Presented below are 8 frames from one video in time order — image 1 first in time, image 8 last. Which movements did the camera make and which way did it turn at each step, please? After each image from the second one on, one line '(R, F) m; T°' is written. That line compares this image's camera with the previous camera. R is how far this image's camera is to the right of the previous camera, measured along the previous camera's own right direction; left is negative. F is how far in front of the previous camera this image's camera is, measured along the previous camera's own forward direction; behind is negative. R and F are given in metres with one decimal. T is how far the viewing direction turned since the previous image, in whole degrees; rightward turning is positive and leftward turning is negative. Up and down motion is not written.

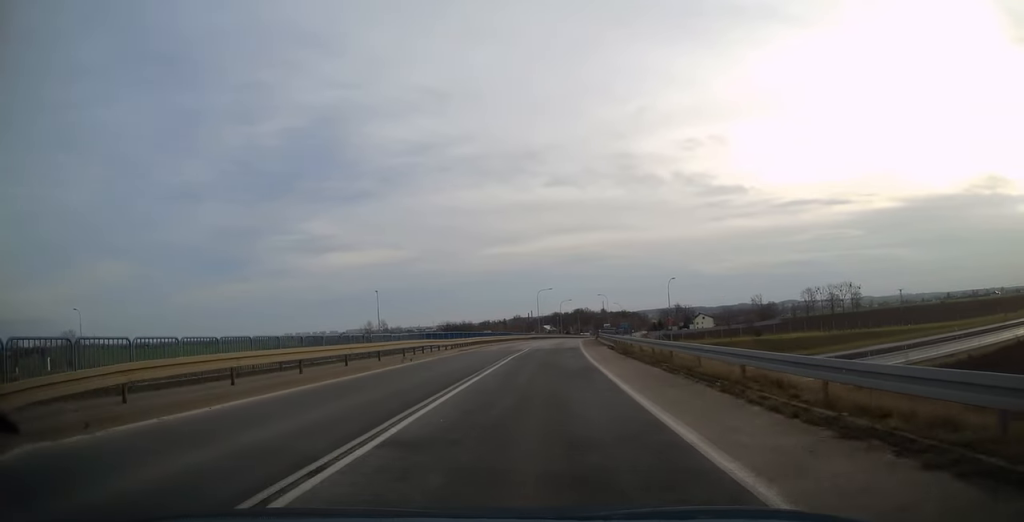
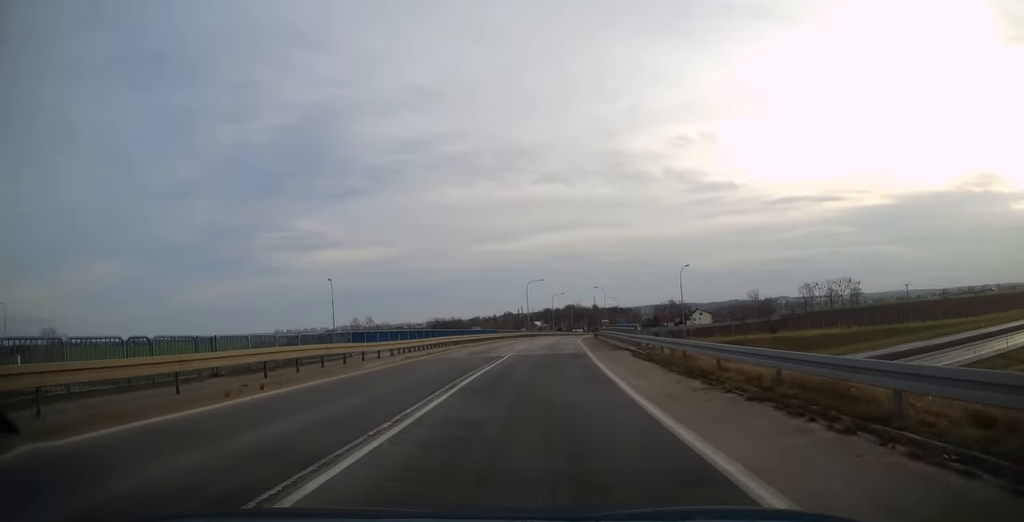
(+0.1, +14.0) m; +1°
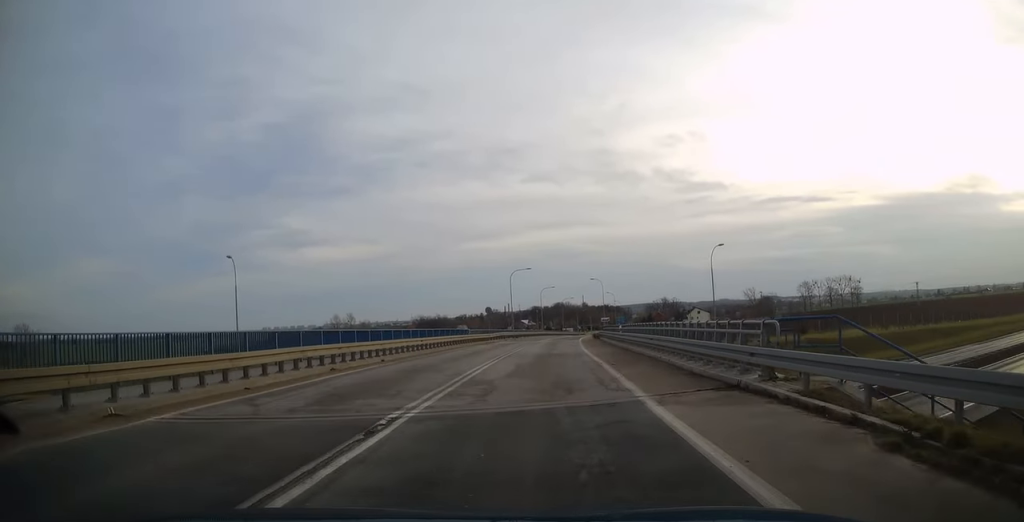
(+0.3, +19.4) m; +2°
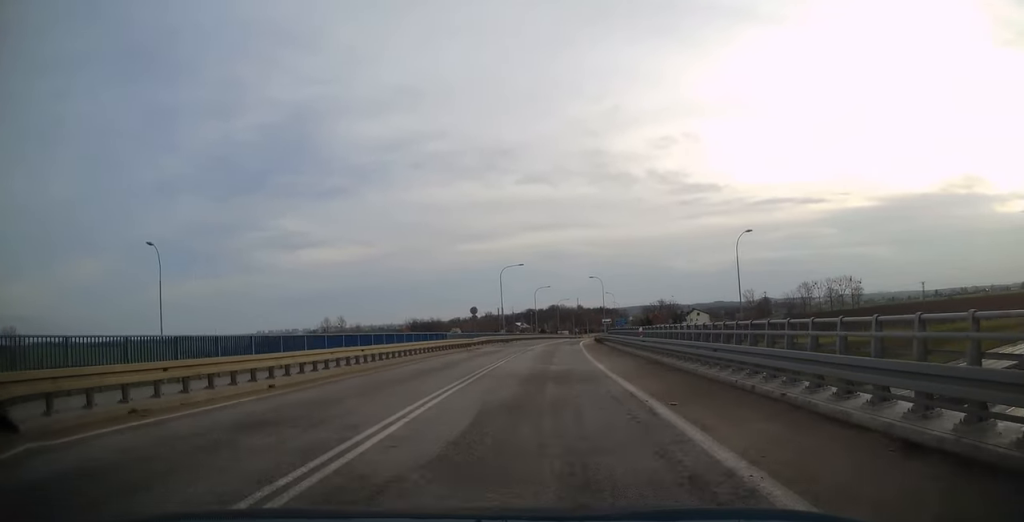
(-0.1, +9.9) m; +1°
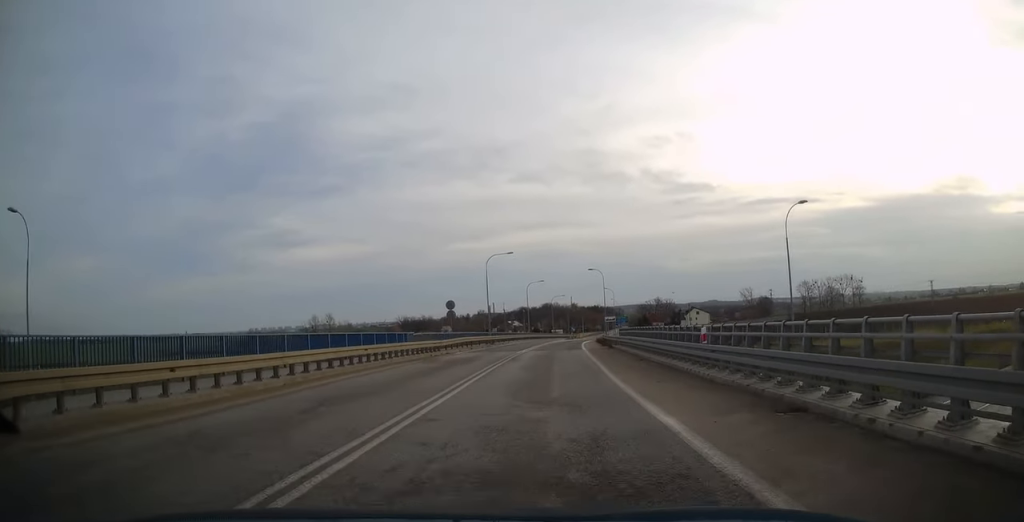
(+0.2, +12.4) m; +1°
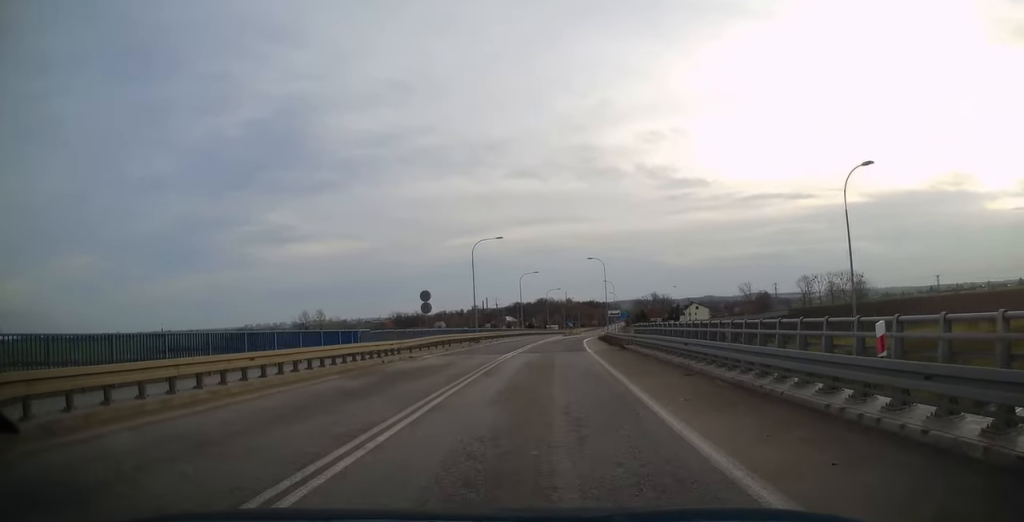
(+0.2, +9.5) m; +1°
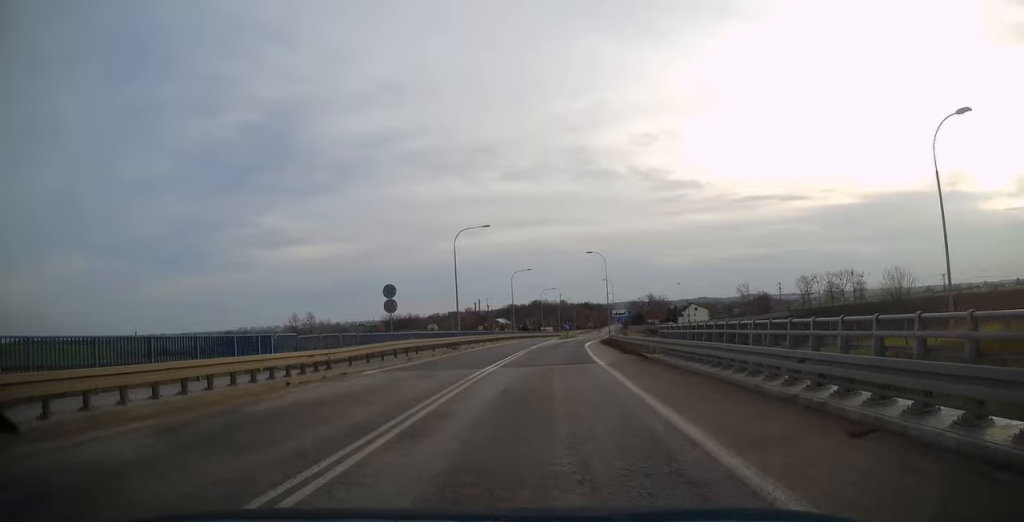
(-0.1, +9.1) m; 0°
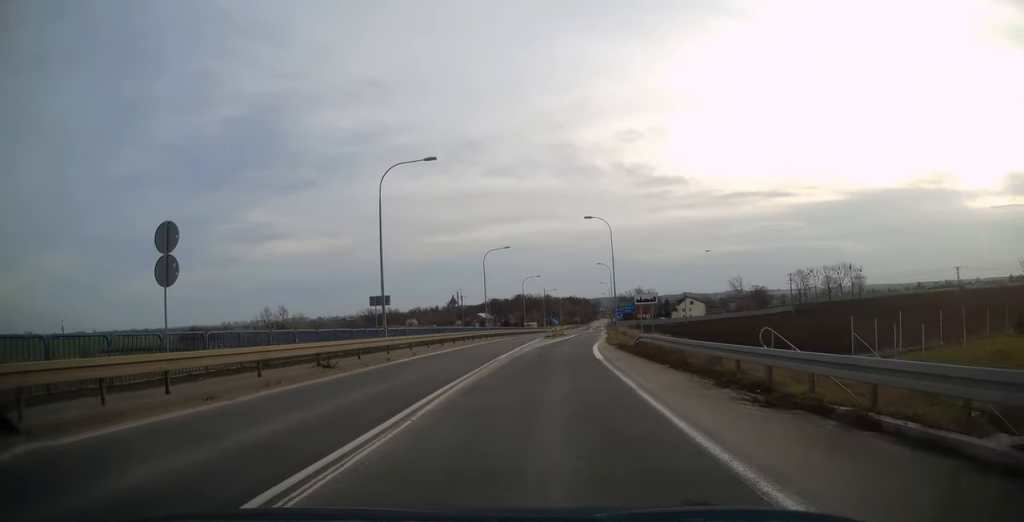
(0.0, +21.2) m; +1°
